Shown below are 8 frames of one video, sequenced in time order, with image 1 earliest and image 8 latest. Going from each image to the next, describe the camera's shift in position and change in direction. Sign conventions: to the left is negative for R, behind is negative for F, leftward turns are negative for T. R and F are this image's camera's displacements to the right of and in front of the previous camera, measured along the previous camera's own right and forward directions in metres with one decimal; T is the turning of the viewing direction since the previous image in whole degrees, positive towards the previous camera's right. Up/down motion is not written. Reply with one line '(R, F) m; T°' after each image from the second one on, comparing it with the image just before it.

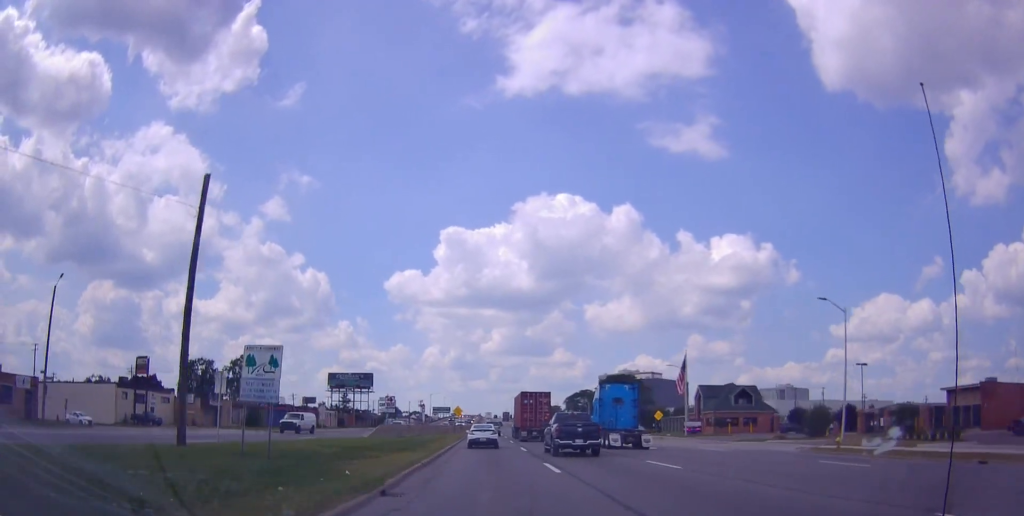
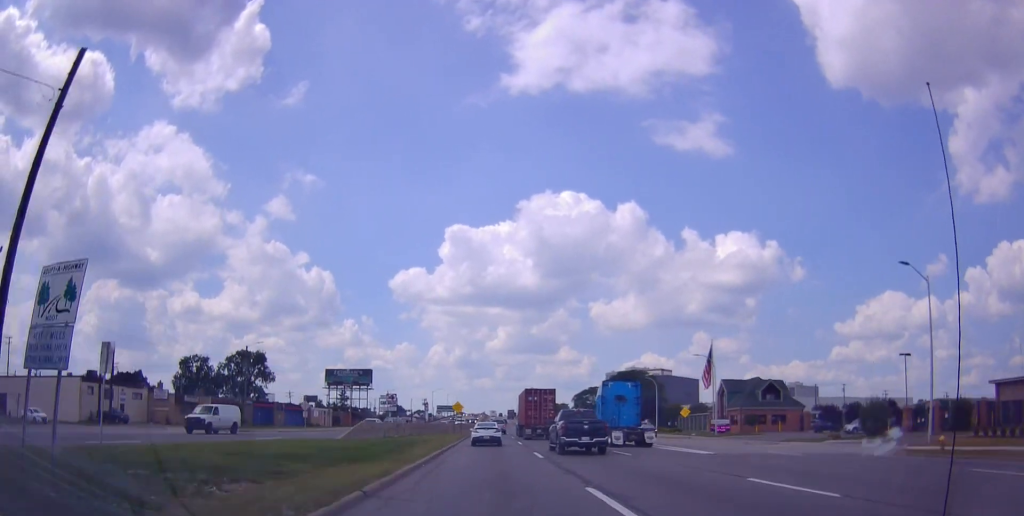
(0.0, +8.8) m; 0°
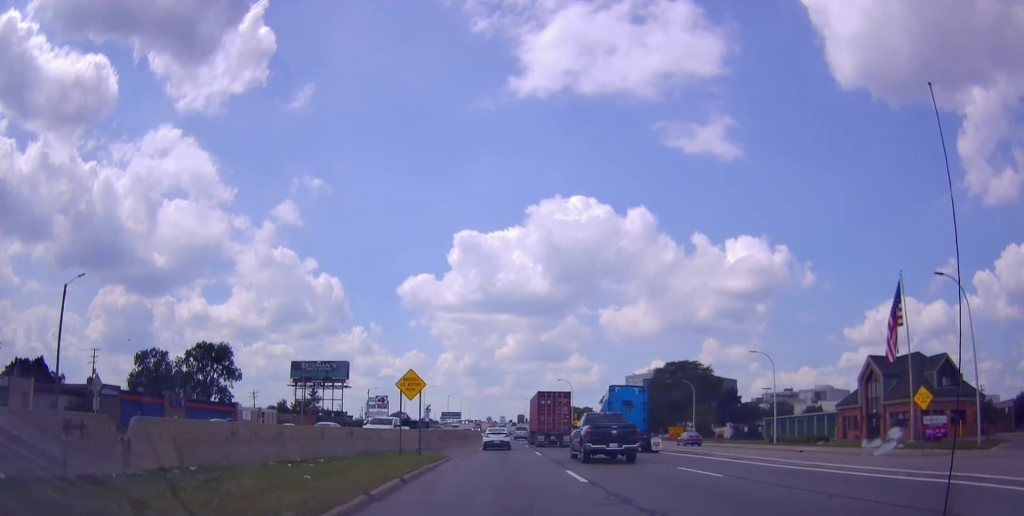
(-0.8, +39.3) m; -2°
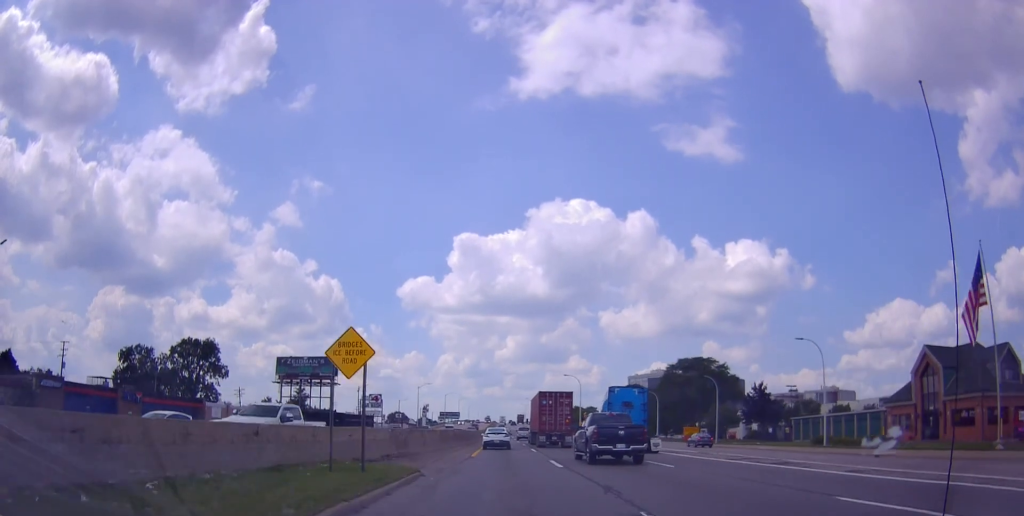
(0.0, +9.8) m; 0°
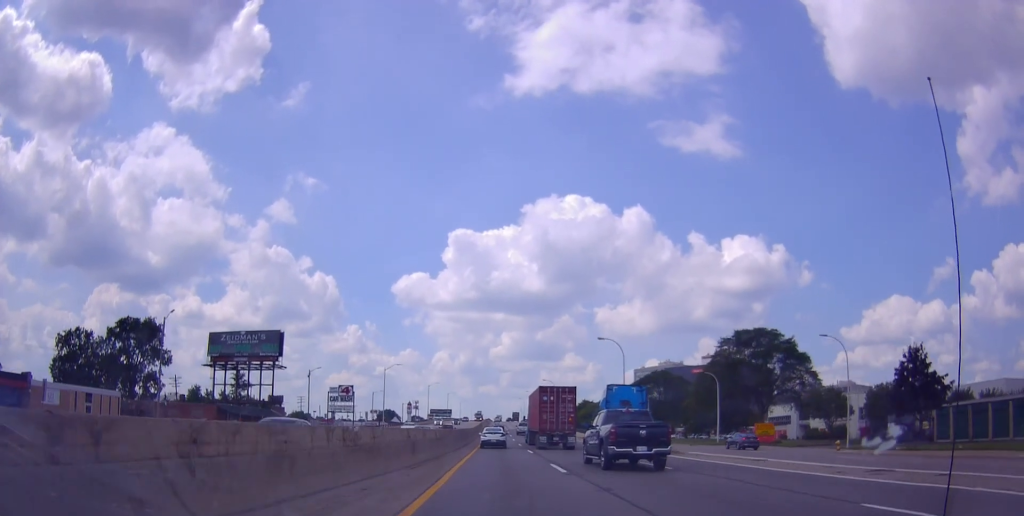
(-0.1, +32.5) m; 0°
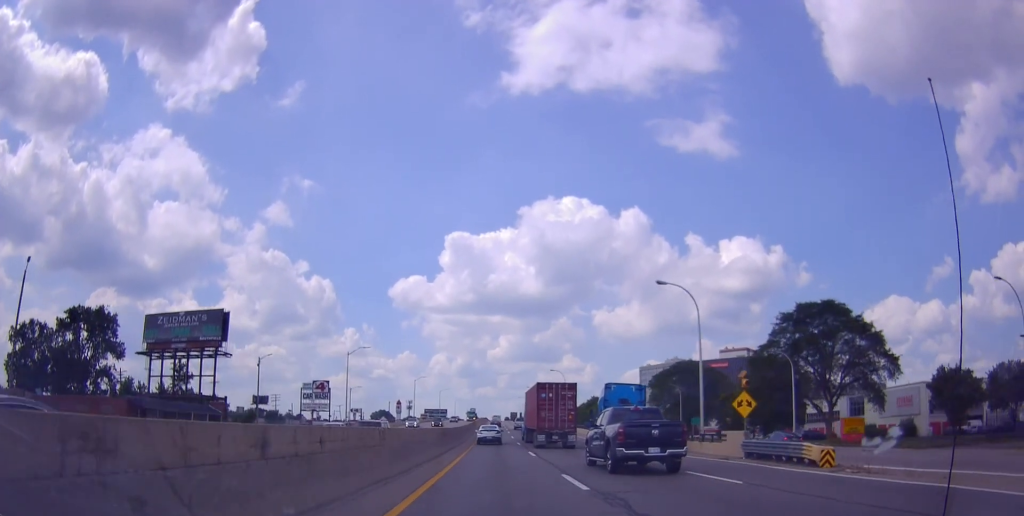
(0.0, +21.2) m; 0°
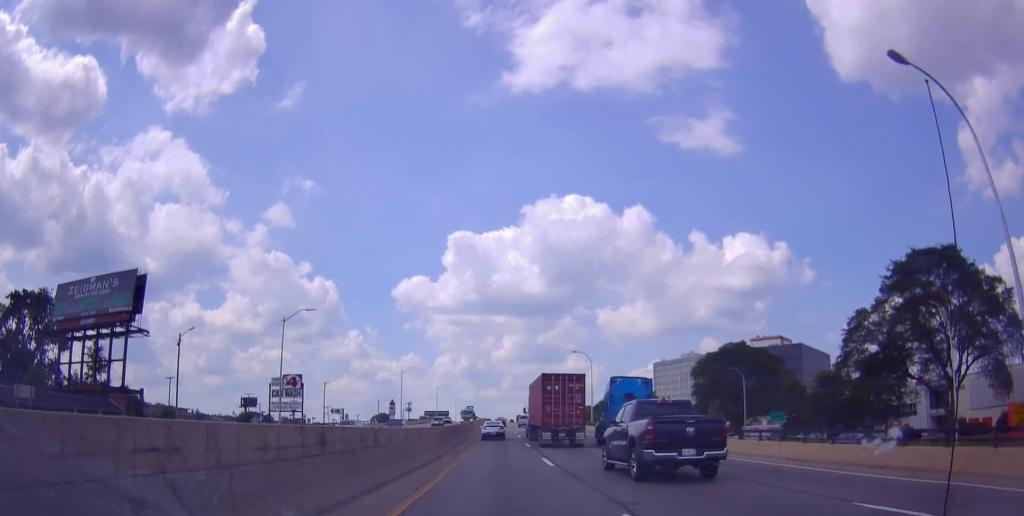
(0.0, +22.9) m; 0°
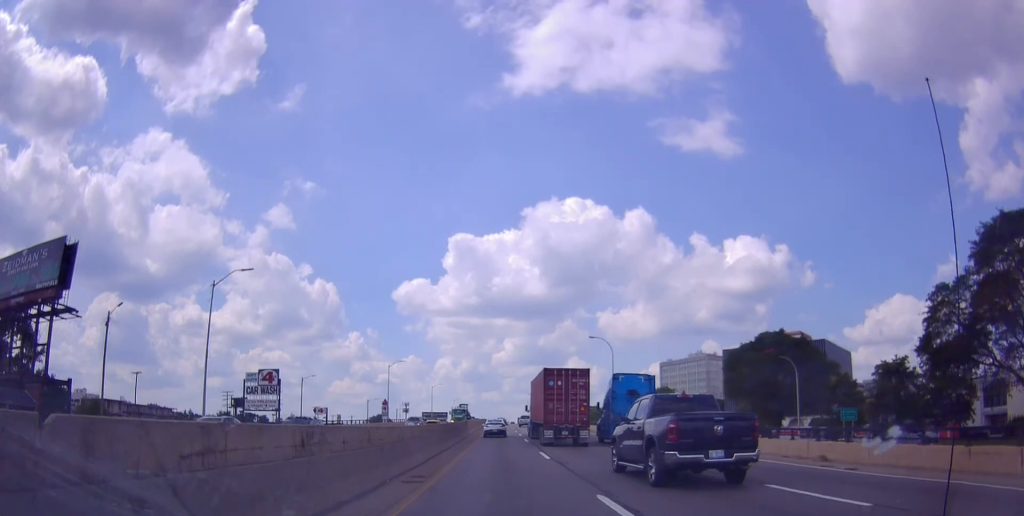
(0.0, +13.1) m; 0°
